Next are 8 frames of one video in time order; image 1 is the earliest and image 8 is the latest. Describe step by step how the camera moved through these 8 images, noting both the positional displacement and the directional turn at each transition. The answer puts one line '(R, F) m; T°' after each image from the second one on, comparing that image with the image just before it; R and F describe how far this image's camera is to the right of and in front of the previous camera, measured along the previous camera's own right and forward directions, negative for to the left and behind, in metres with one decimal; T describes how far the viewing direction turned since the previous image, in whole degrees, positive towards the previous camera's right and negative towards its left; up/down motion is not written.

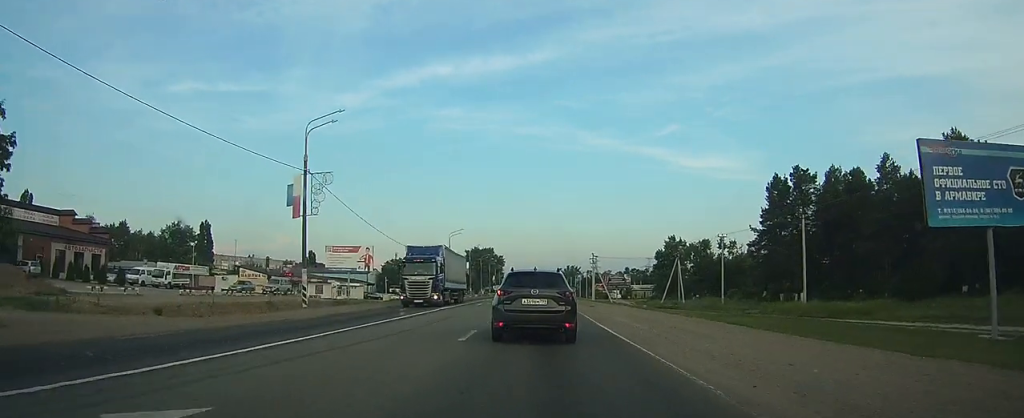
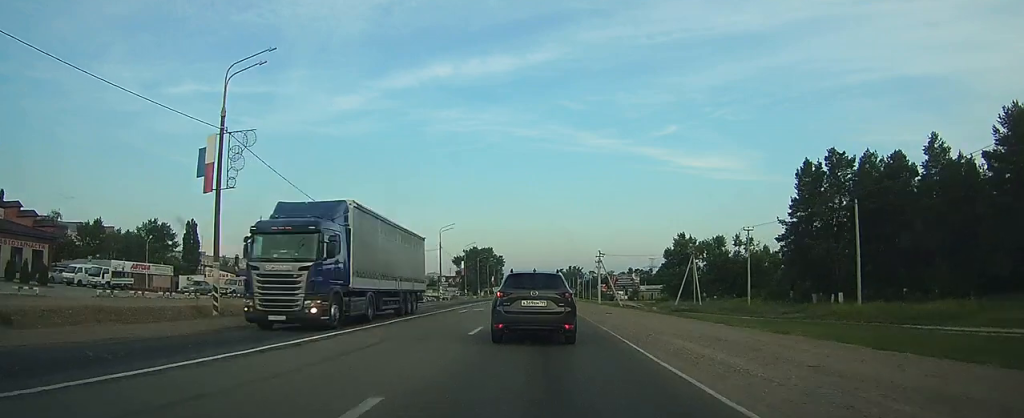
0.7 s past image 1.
(0.0, +9.8) m; 0°
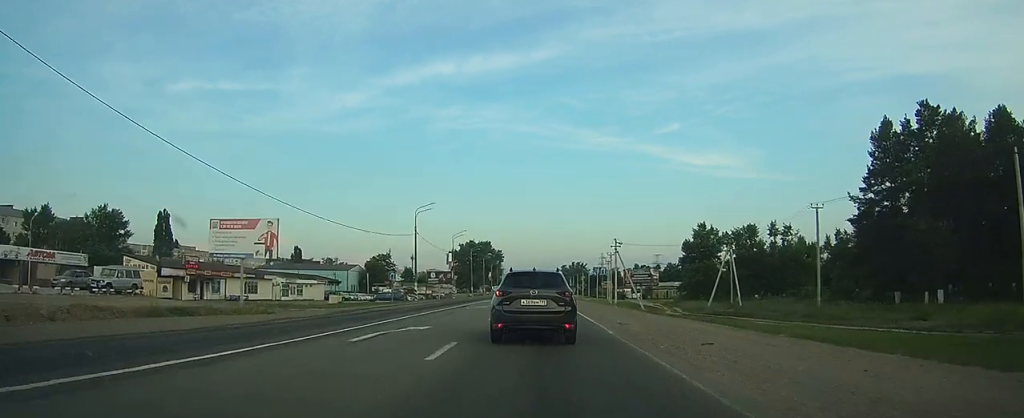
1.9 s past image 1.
(0.0, +17.7) m; 0°
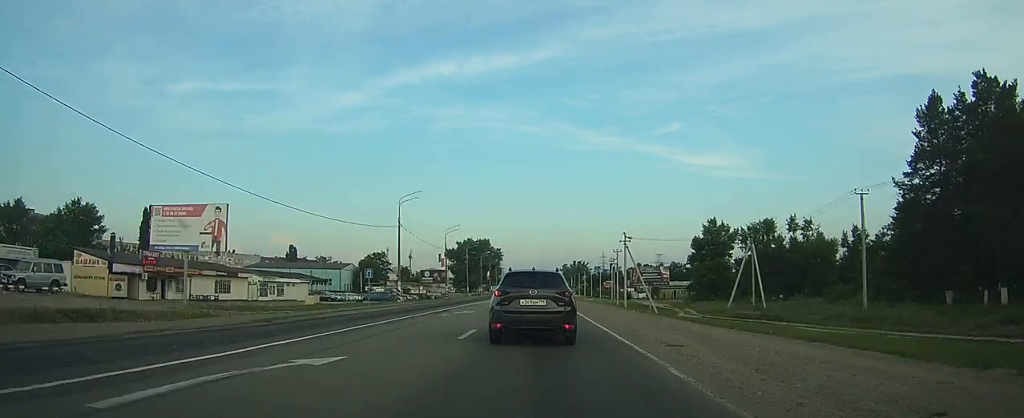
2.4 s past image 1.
(0.0, +7.9) m; 0°
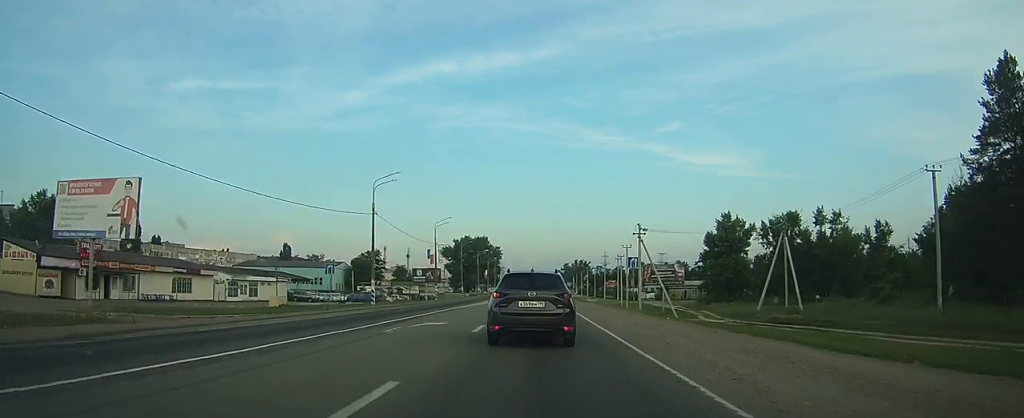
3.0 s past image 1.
(0.0, +9.3) m; 0°
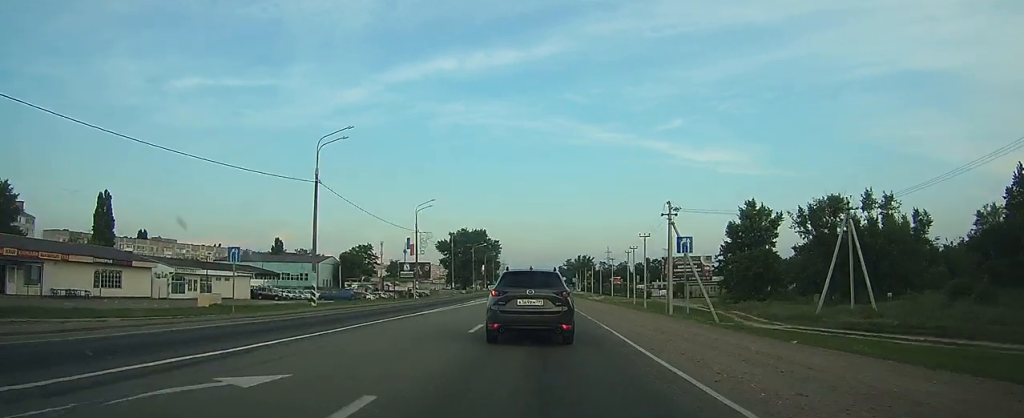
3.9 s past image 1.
(0.0, +13.2) m; 0°
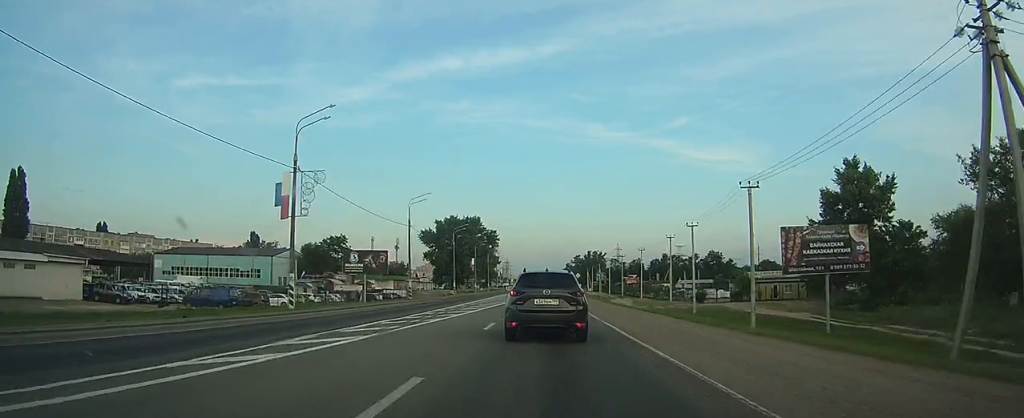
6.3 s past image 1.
(-0.3, +34.8) m; -1°
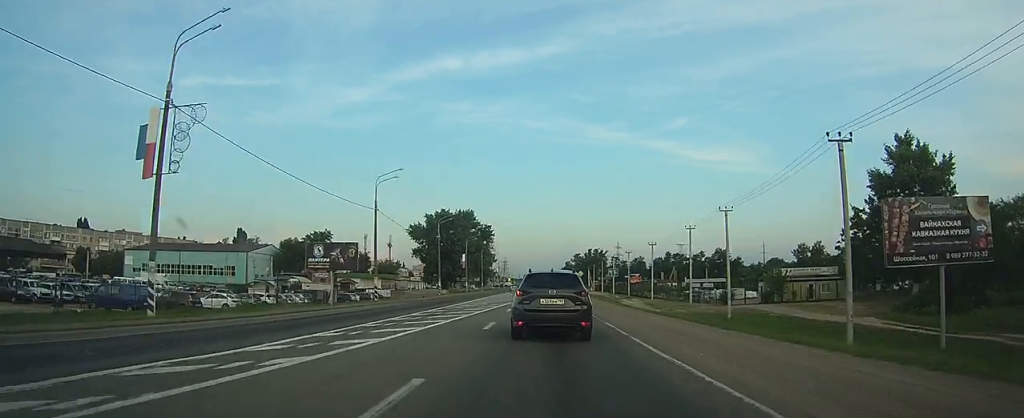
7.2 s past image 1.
(0.0, +12.0) m; 0°
